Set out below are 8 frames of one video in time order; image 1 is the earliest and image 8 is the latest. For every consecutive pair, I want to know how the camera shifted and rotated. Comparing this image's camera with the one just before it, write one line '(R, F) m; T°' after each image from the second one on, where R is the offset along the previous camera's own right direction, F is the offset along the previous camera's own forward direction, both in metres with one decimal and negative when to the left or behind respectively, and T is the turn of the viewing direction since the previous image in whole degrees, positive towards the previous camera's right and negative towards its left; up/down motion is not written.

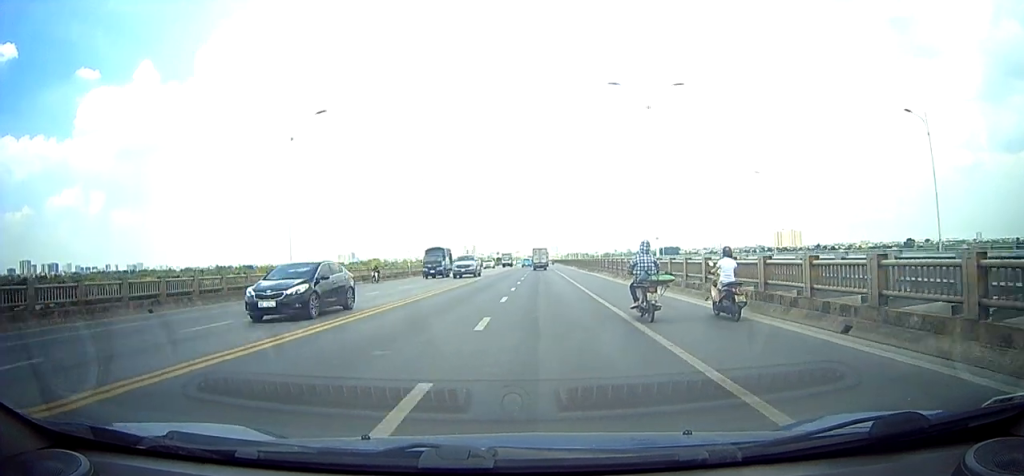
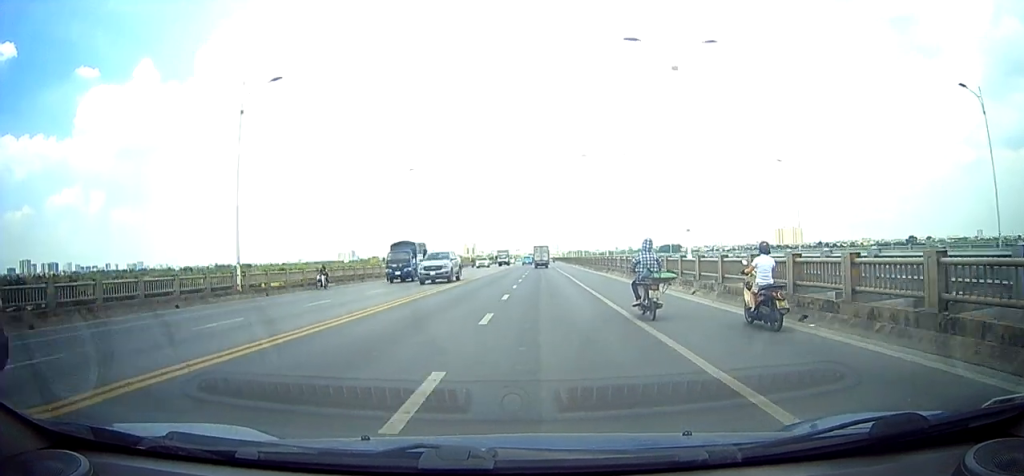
(0.0, +6.3) m; 0°
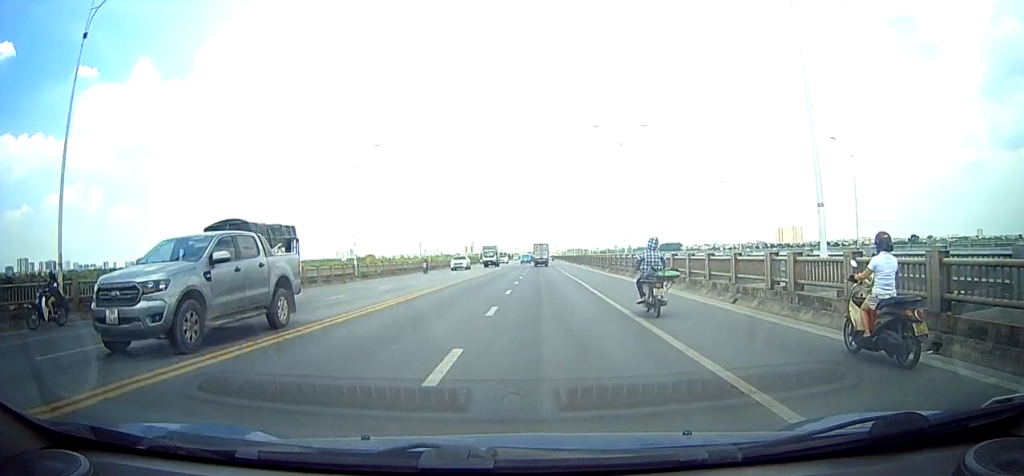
(0.0, +10.8) m; -1°
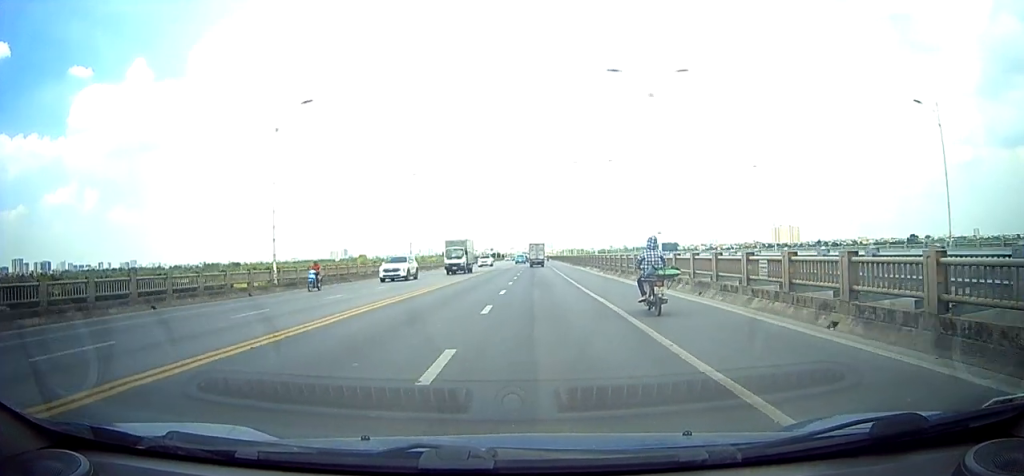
(0.0, +12.8) m; -1°
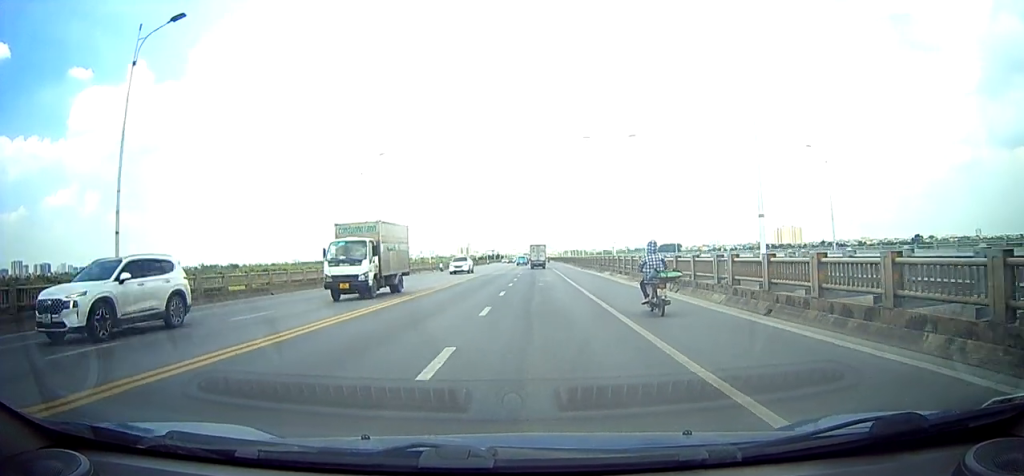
(-0.2, +13.5) m; 0°
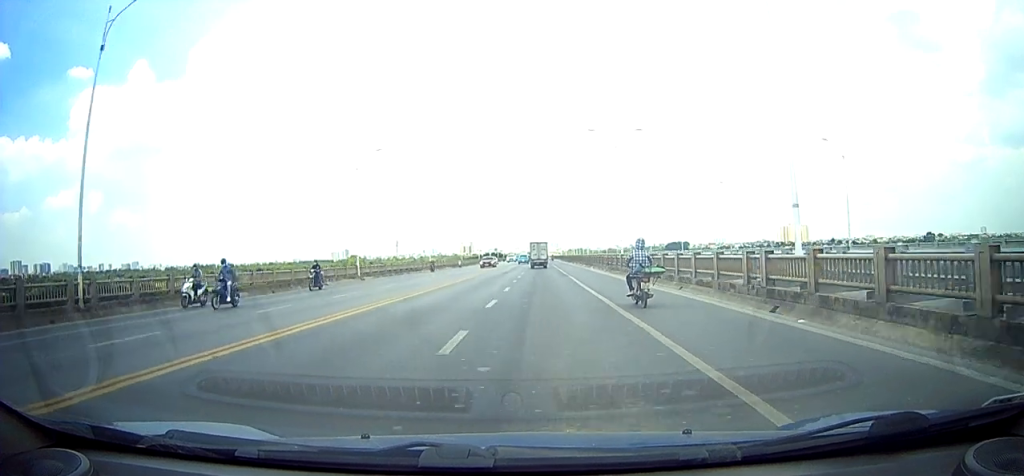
(+1.0, +32.7) m; +3°
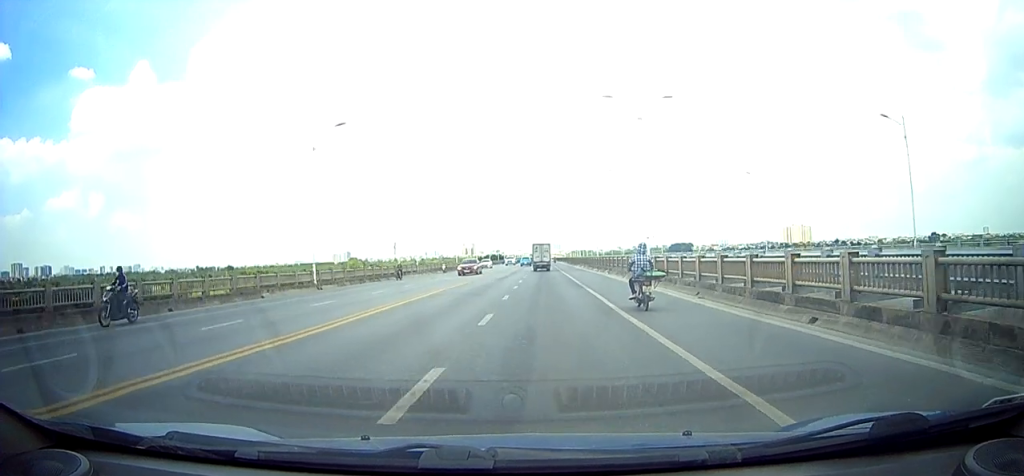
(0.0, +11.6) m; 0°
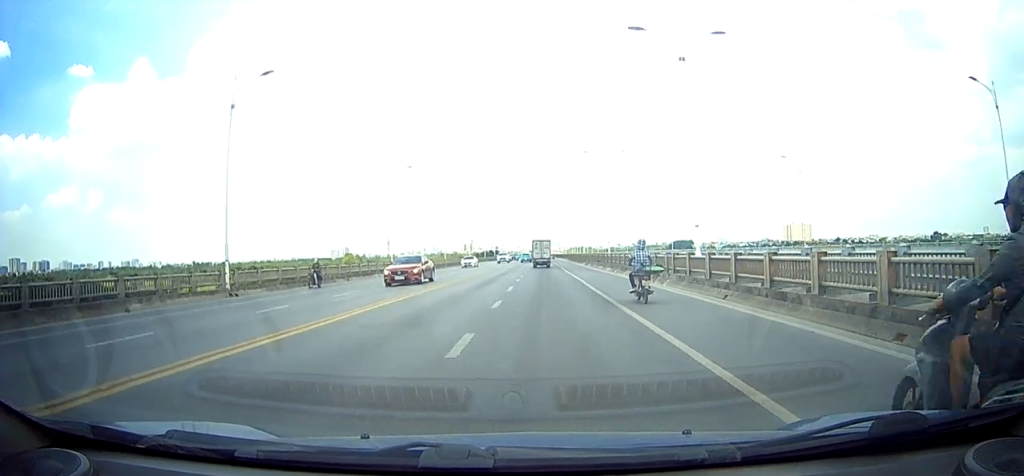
(-0.1, +12.4) m; 0°
